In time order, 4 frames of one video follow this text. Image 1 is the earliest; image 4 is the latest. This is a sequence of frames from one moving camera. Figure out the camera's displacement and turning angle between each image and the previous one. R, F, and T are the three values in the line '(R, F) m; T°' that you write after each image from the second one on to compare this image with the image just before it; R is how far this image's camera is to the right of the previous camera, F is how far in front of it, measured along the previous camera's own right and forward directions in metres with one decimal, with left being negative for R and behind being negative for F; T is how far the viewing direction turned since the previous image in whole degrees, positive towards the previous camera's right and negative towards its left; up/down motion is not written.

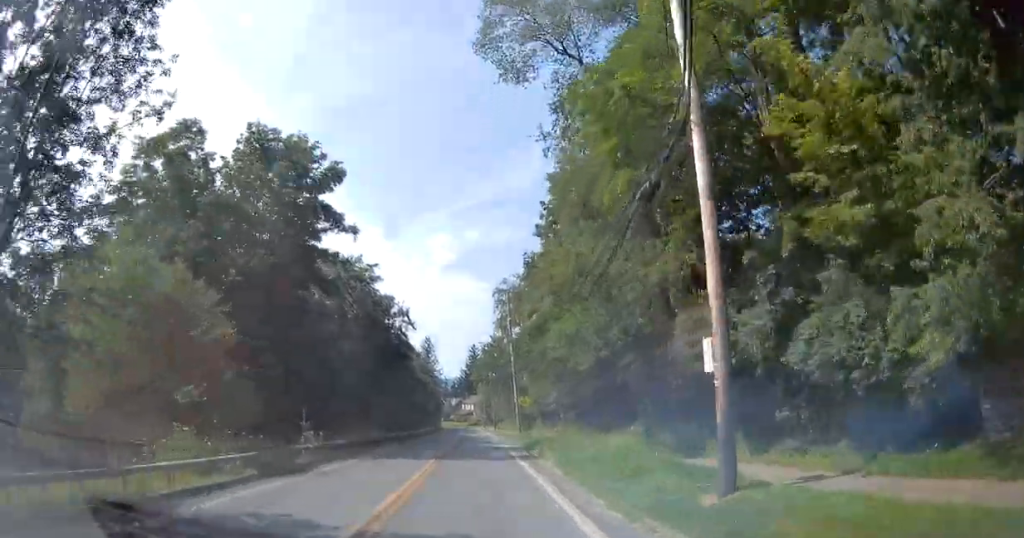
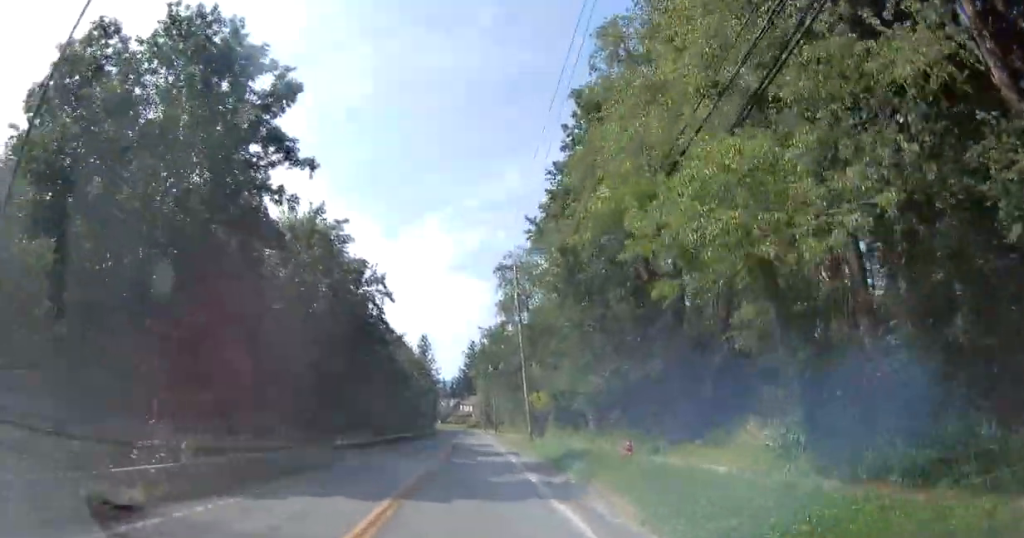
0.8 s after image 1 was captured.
(+0.5, +12.2) m; +3°
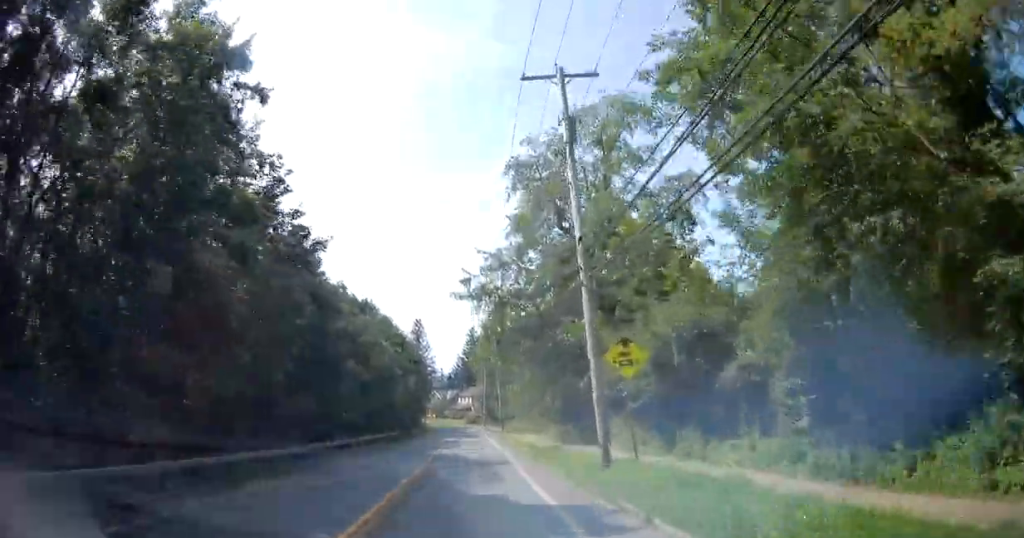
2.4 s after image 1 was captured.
(+0.4, +23.4) m; 0°
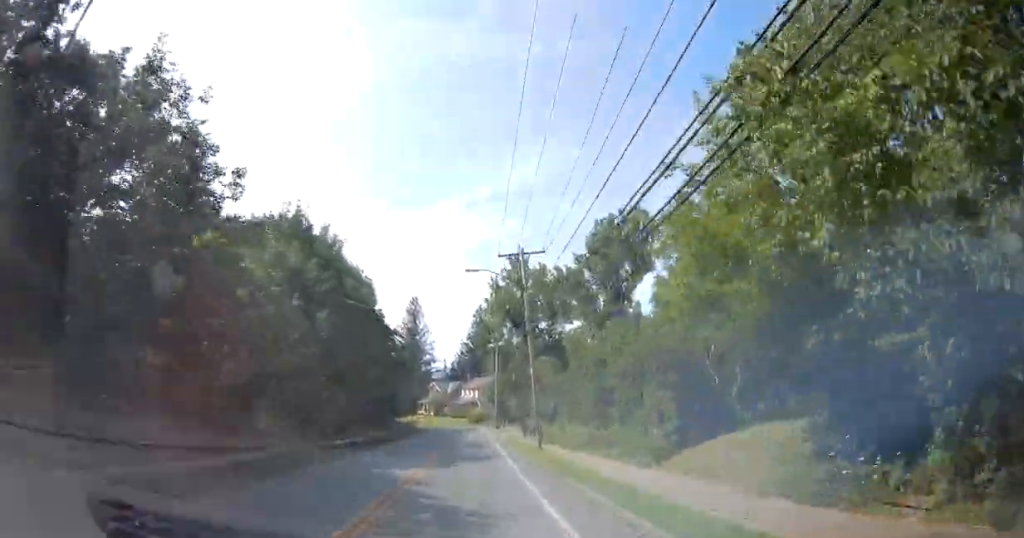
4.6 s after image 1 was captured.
(-0.3, +32.4) m; -1°
